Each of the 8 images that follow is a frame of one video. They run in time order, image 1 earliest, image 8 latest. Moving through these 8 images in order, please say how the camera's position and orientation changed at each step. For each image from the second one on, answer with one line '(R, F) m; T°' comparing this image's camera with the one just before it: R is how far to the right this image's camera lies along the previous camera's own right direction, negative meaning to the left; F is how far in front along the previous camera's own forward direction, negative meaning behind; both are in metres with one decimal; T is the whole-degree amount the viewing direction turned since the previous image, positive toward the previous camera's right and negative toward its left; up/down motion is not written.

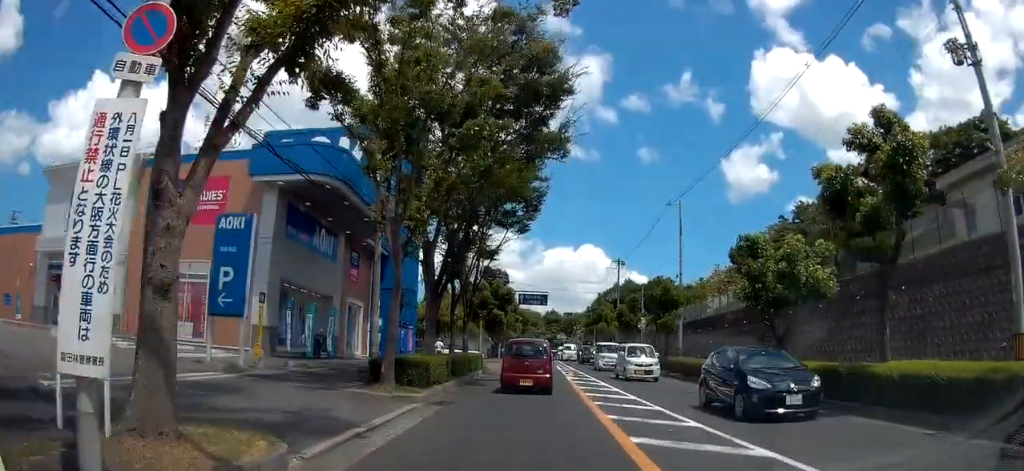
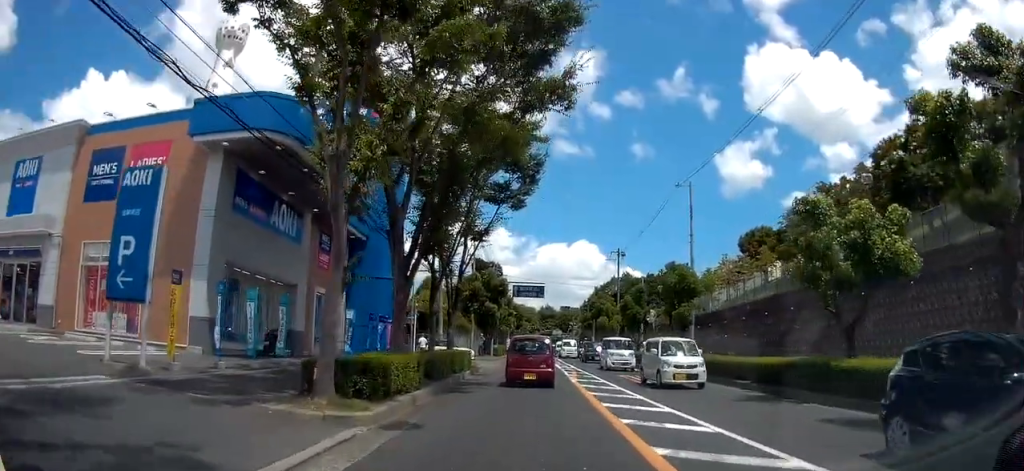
(0.0, +4.4) m; 0°
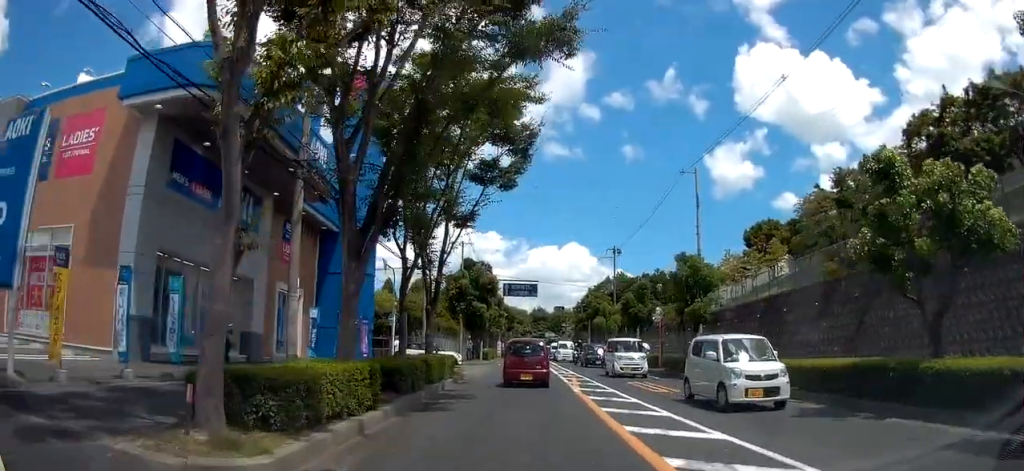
(-0.1, +3.7) m; +1°
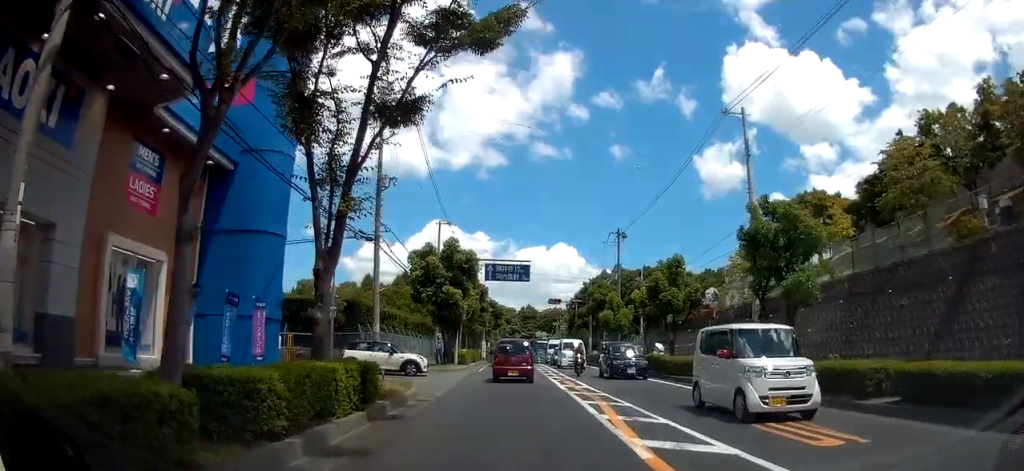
(+0.4, +10.7) m; +1°
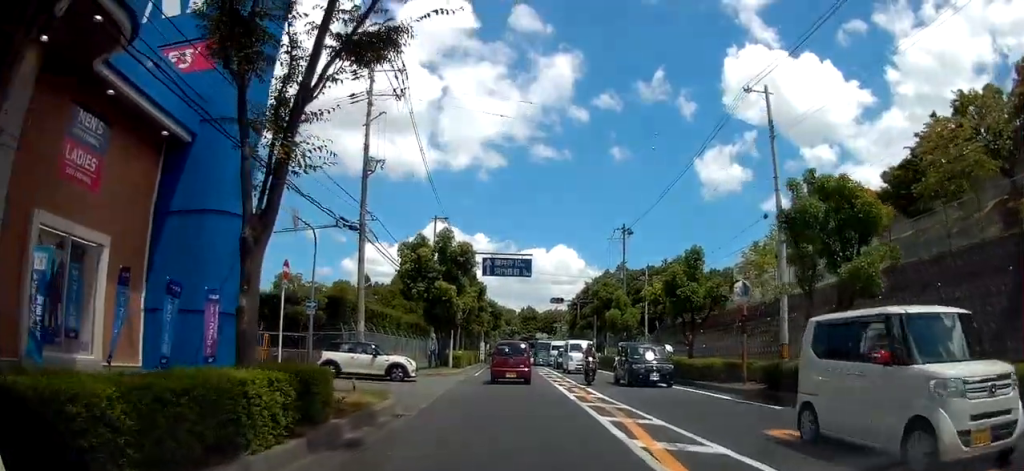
(+0.1, +2.9) m; -1°
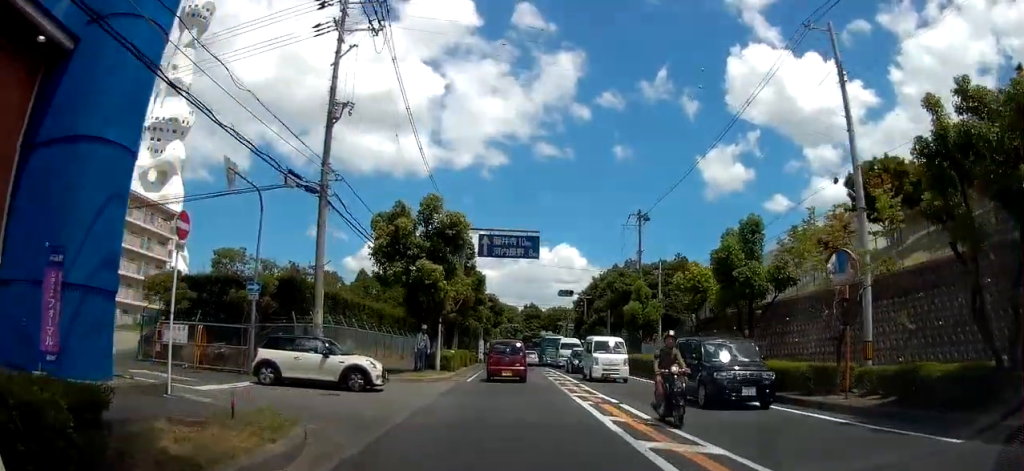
(-0.2, +6.1) m; 0°
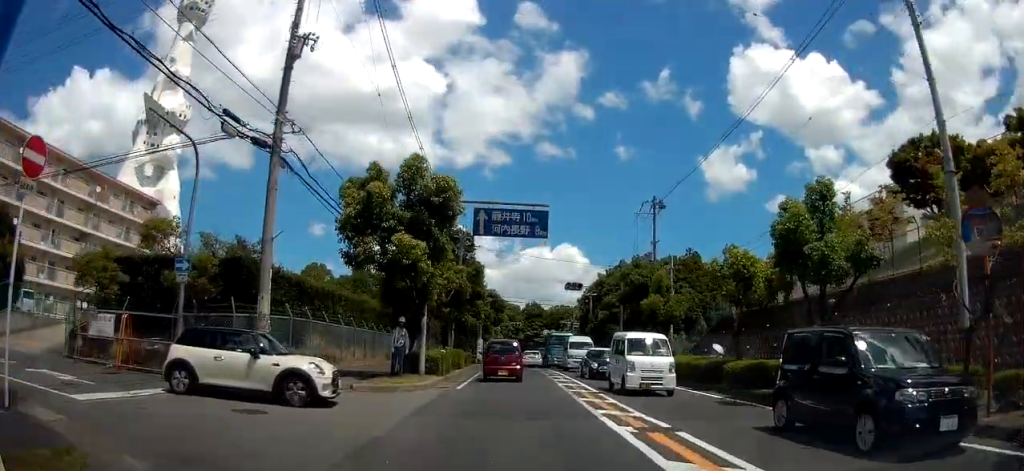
(+0.1, +4.7) m; +1°
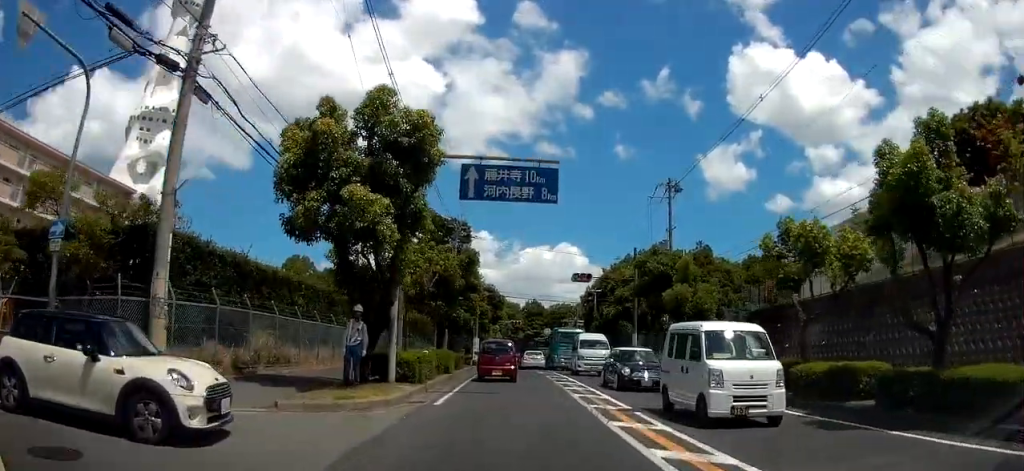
(+0.1, +5.0) m; +1°
